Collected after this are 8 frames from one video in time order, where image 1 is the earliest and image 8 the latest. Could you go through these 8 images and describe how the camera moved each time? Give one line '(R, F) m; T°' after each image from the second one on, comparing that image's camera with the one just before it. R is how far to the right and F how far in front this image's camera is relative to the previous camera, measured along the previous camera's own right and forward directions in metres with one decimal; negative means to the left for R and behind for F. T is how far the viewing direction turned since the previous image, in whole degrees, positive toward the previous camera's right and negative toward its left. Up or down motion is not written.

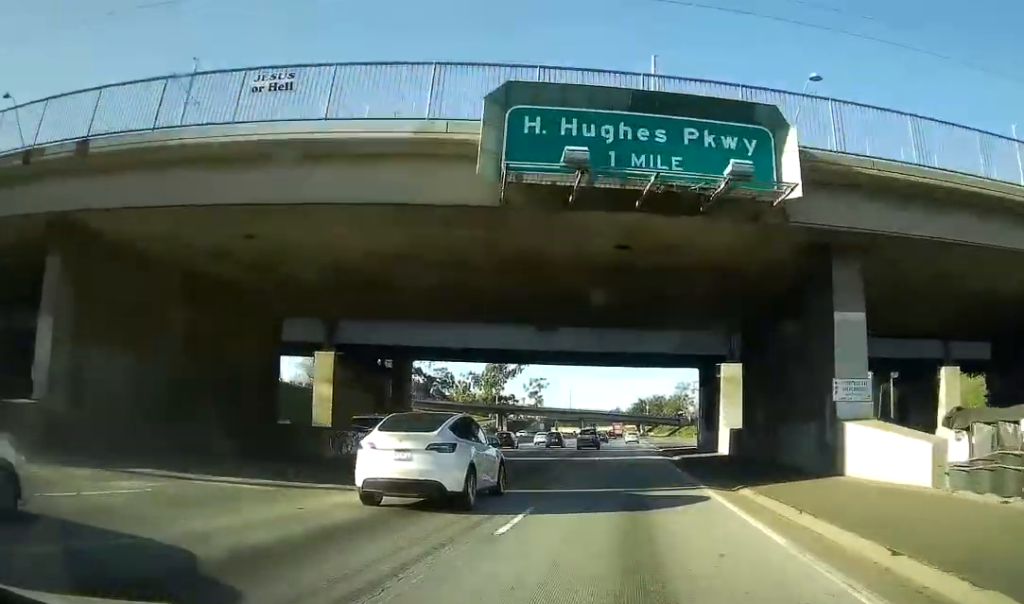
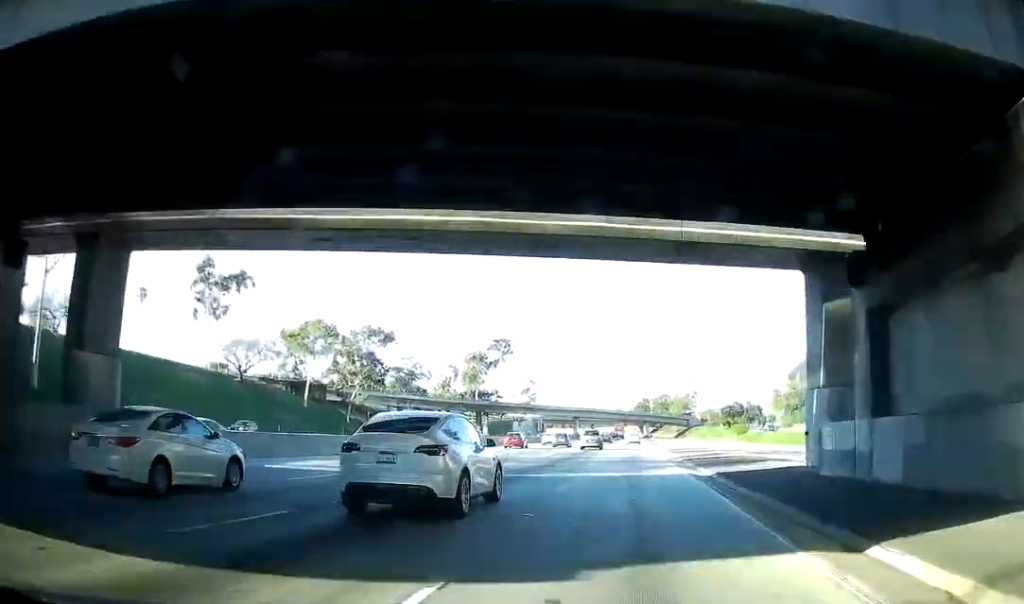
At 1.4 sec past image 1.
(0.0, +34.5) m; +1°
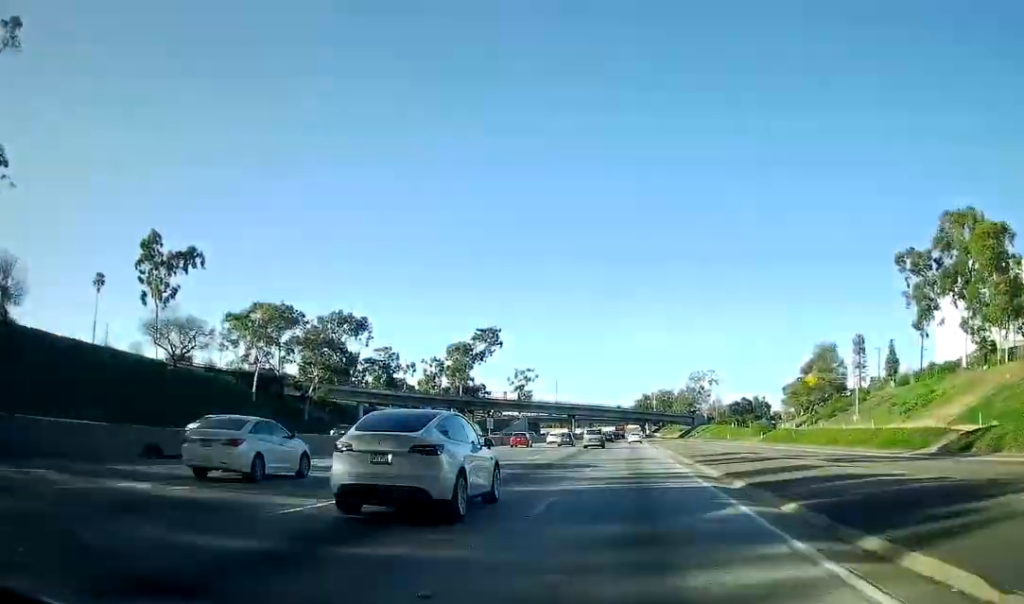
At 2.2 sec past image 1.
(+0.3, +20.2) m; +1°
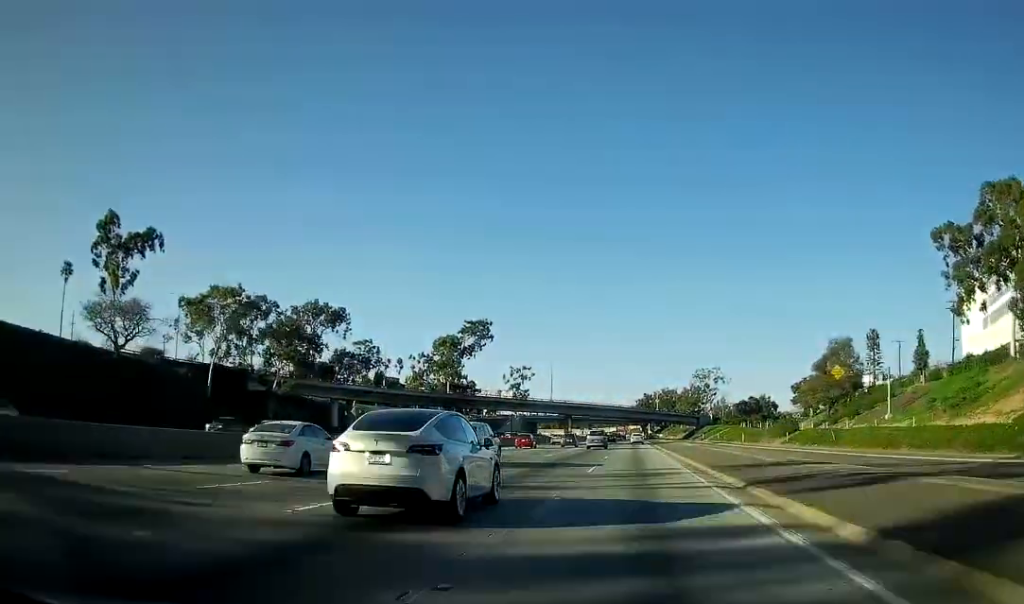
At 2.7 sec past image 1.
(+0.1, +14.4) m; 0°
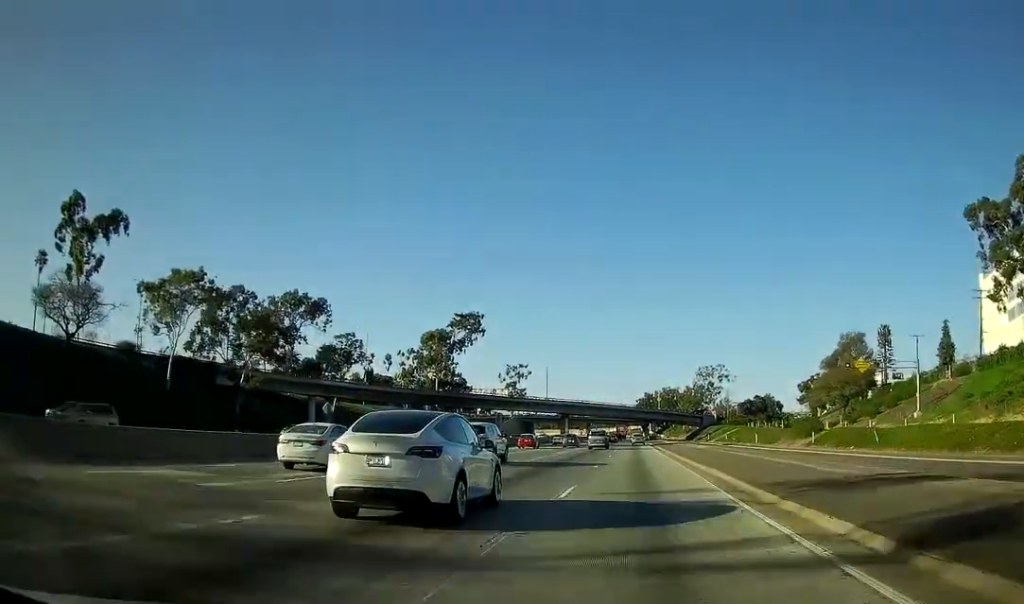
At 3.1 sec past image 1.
(+0.1, +10.2) m; -1°
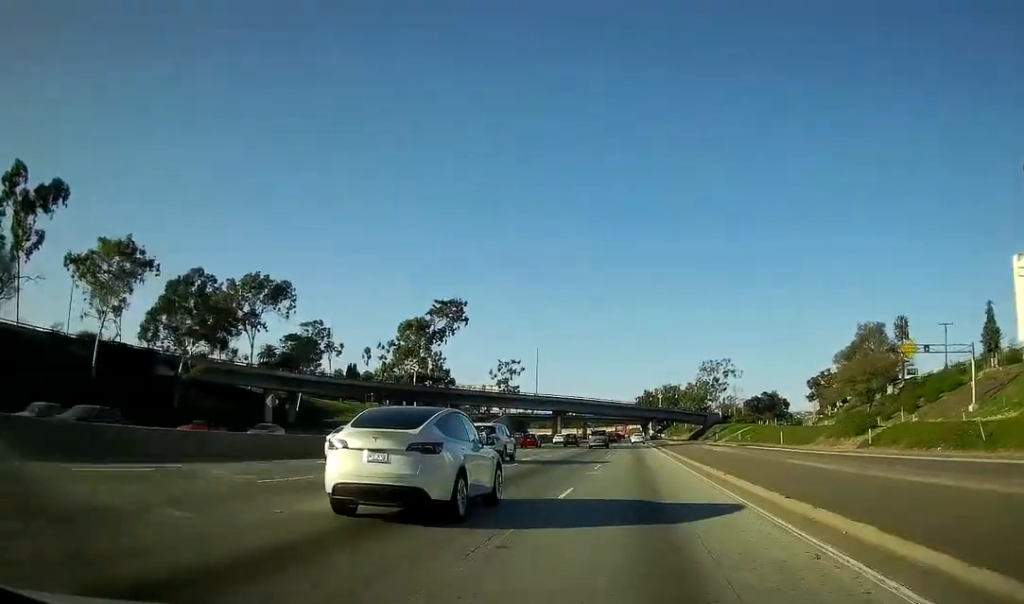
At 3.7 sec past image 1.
(-0.1, +15.5) m; -1°
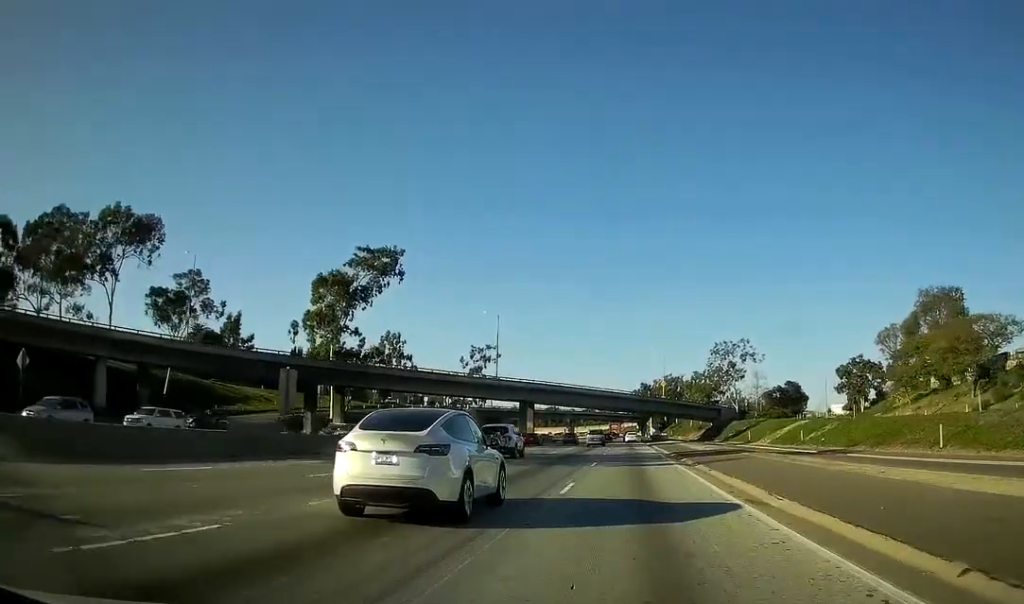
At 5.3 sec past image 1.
(-0.7, +41.6) m; 0°
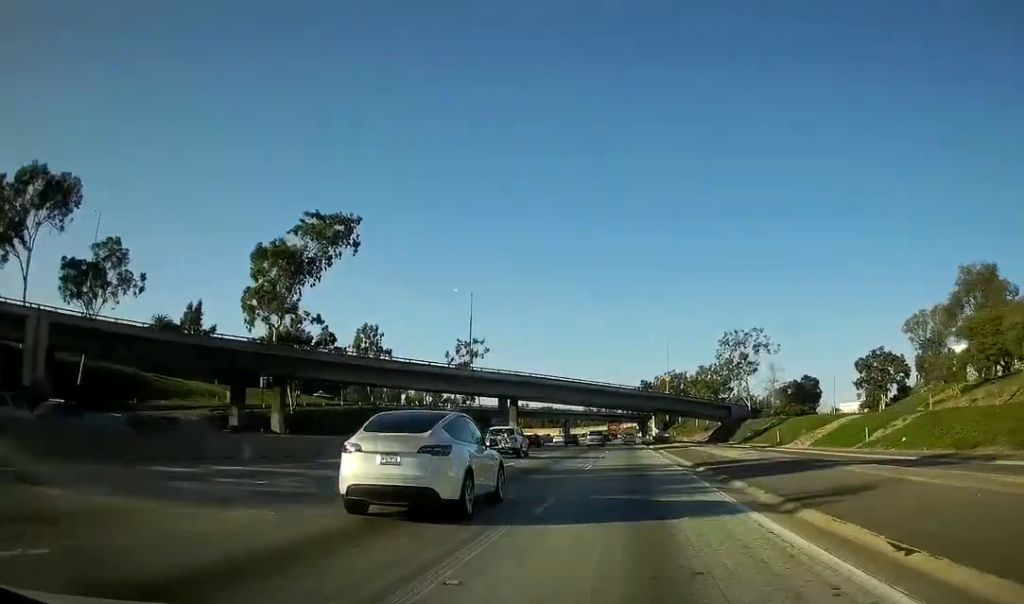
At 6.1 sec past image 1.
(+0.4, +19.0) m; +1°
